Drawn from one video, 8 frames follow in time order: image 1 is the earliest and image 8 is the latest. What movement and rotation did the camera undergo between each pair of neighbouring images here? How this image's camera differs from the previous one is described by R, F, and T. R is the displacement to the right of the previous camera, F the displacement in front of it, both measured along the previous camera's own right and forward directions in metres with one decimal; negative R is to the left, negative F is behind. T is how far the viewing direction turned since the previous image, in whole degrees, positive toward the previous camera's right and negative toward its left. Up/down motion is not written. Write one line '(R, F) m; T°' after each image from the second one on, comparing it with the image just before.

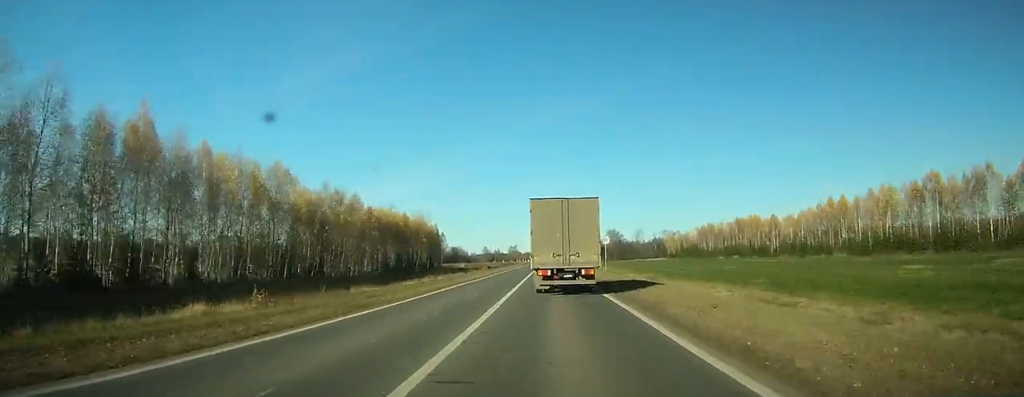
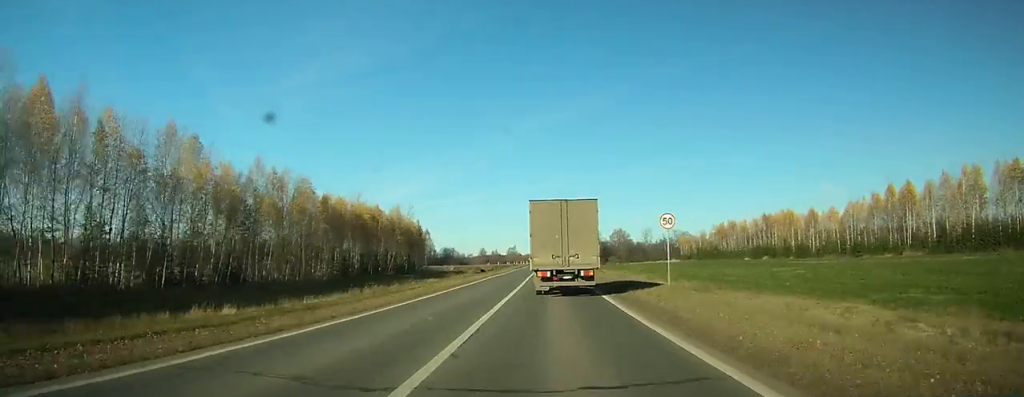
(0.0, +25.4) m; 0°
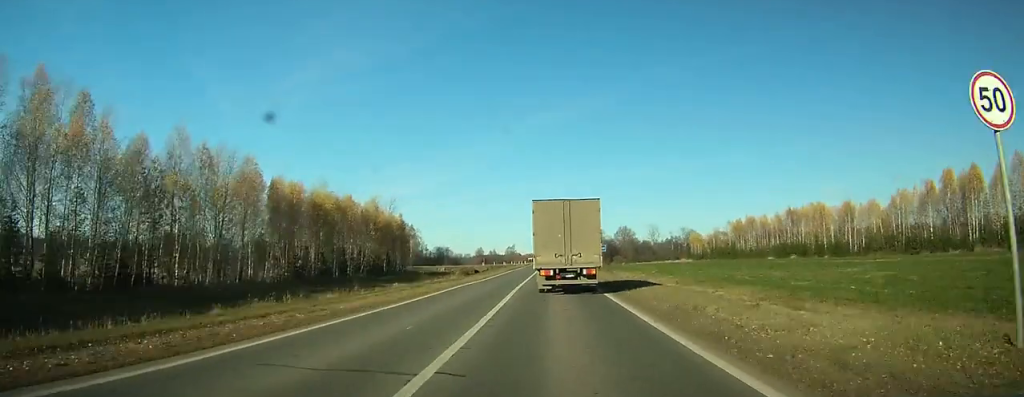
(0.0, +18.0) m; 0°
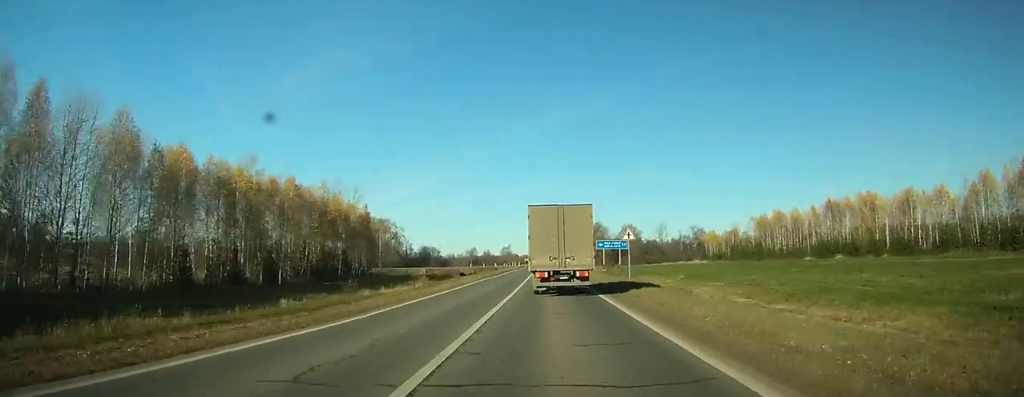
(0.0, +24.1) m; 0°
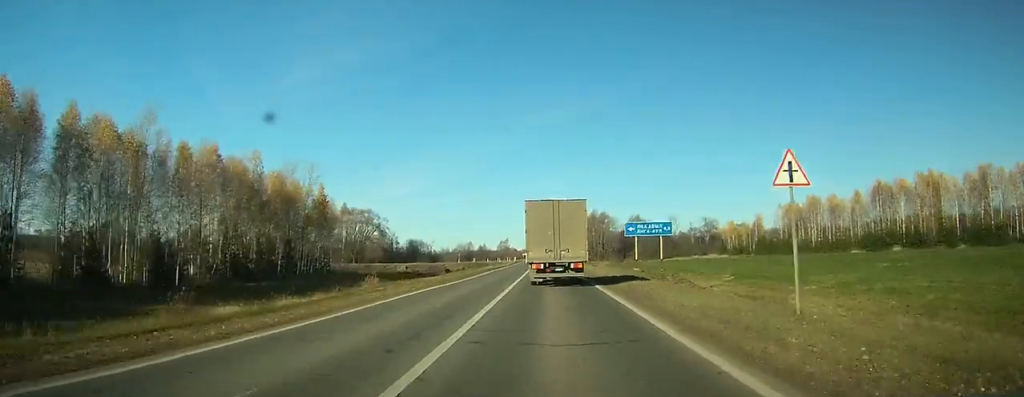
(0.0, +21.3) m; 0°
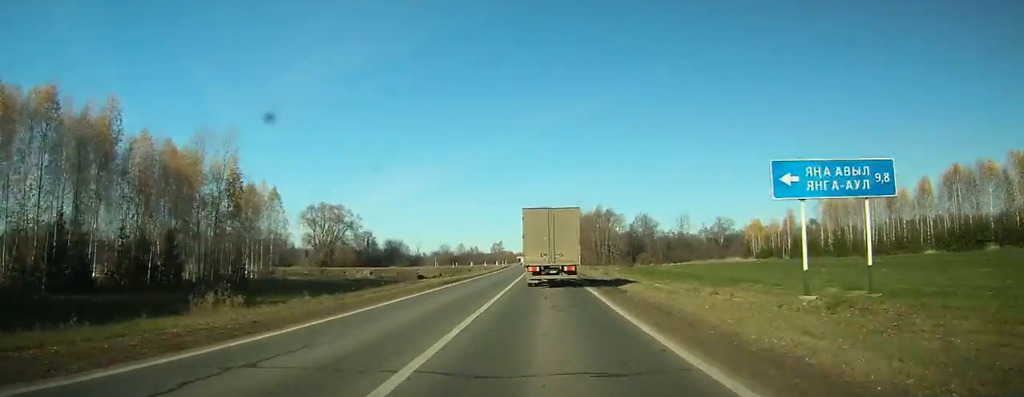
(+0.1, +26.5) m; 0°
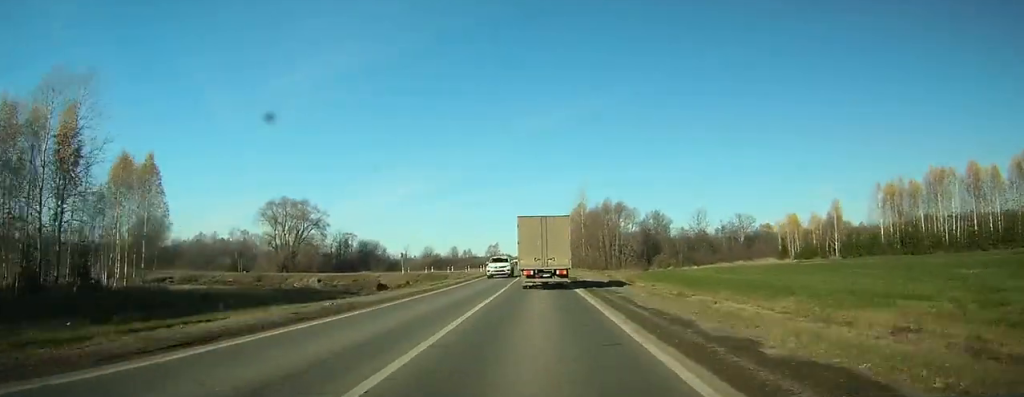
(0.0, +26.9) m; 0°
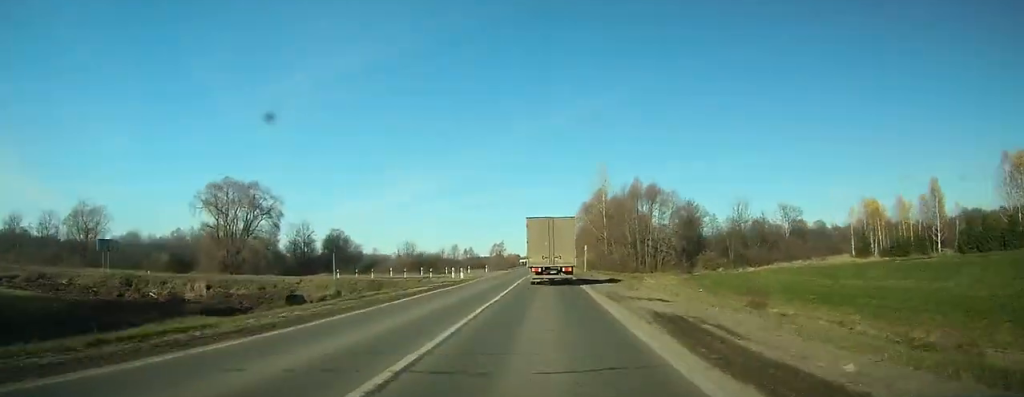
(-0.1, +33.4) m; 0°
